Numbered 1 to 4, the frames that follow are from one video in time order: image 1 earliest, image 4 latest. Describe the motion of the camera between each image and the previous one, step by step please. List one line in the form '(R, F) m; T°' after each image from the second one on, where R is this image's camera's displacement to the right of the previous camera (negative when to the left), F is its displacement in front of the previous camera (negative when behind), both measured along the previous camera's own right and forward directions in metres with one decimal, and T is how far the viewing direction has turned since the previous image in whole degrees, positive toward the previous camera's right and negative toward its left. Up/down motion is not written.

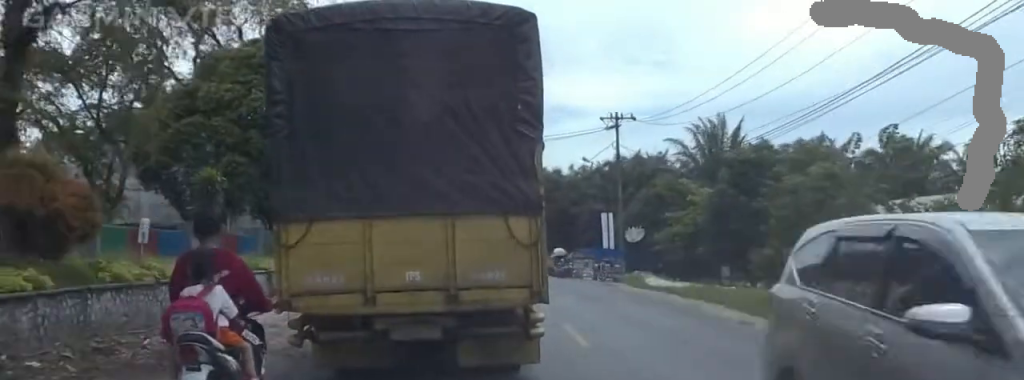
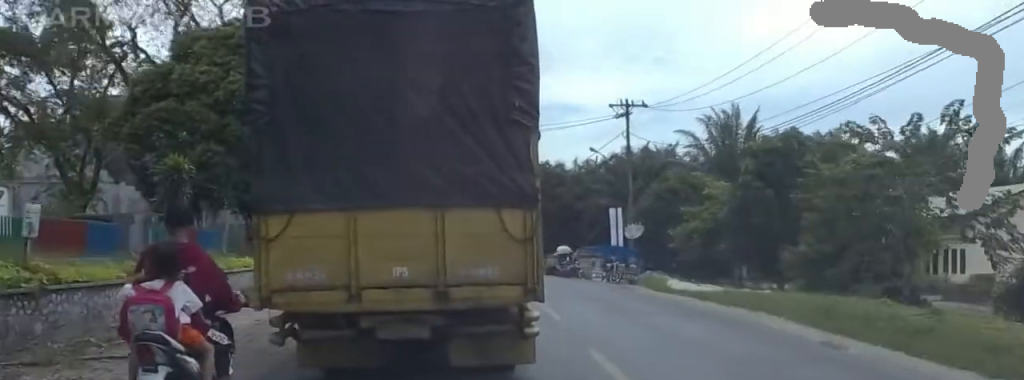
(0.0, +4.6) m; 0°
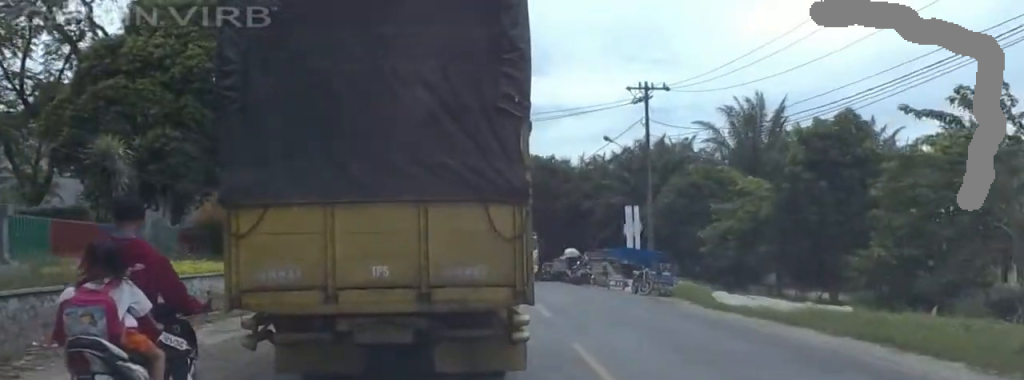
(0.0, +7.1) m; 0°
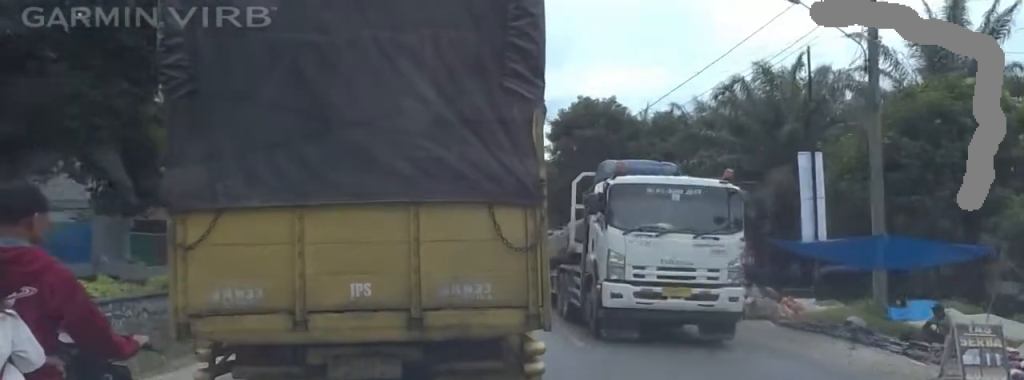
(0.0, +29.5) m; 0°
